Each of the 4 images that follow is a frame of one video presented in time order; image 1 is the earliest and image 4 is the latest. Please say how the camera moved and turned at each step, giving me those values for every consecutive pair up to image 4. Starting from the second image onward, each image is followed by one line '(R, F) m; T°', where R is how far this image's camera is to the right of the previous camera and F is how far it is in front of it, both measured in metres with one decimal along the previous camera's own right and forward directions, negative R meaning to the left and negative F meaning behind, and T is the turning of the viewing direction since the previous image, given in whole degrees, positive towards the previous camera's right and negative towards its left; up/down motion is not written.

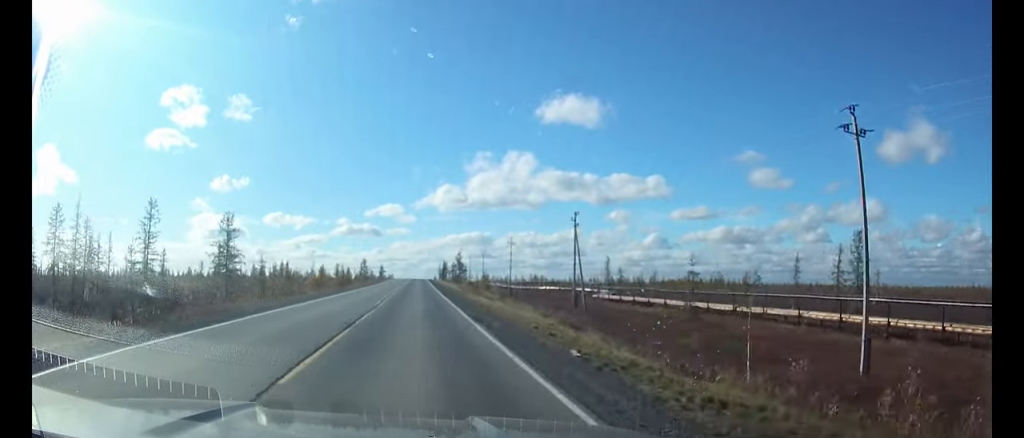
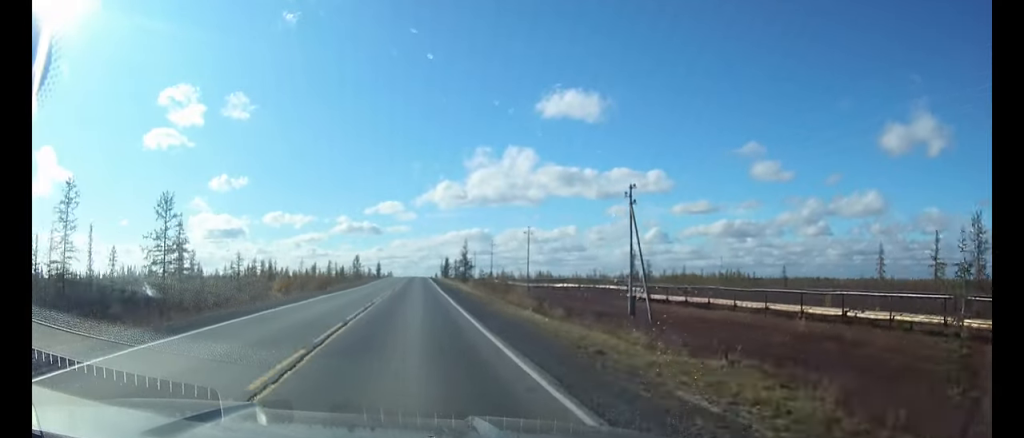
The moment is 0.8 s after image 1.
(0.0, +17.8) m; 0°
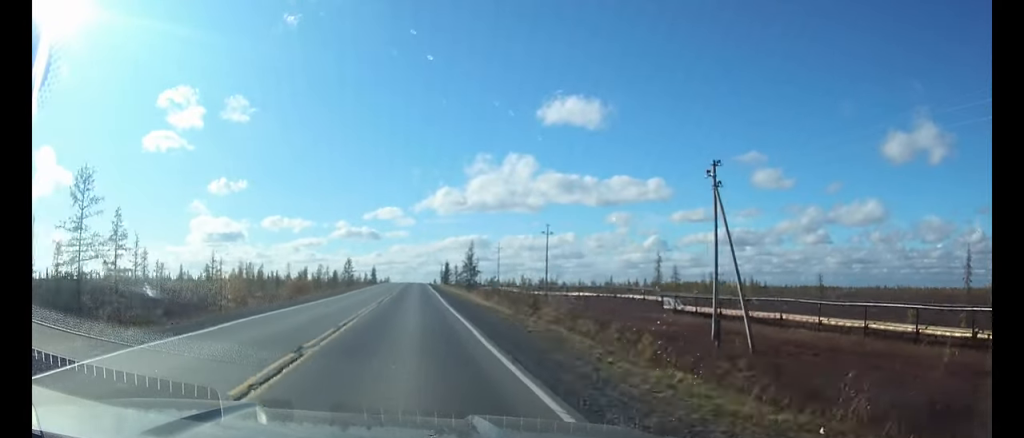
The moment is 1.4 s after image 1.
(0.0, +15.2) m; 0°
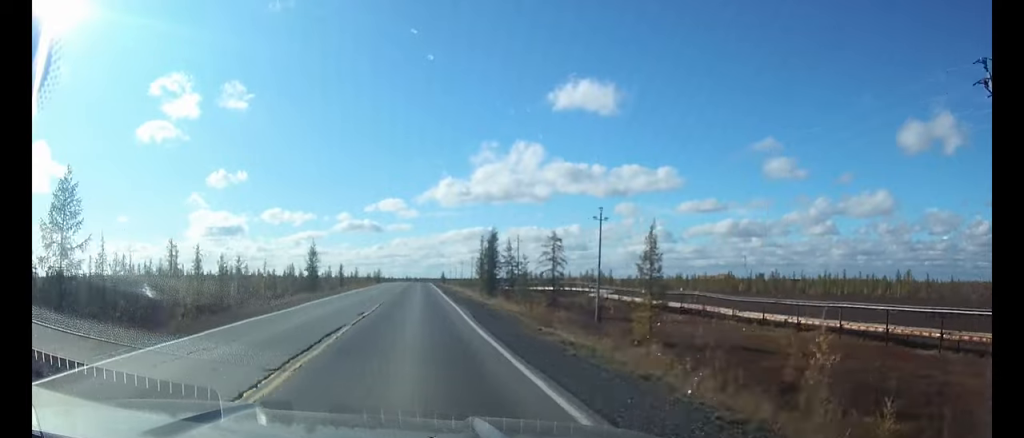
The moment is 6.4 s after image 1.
(-0.3, +118.0) m; 0°
